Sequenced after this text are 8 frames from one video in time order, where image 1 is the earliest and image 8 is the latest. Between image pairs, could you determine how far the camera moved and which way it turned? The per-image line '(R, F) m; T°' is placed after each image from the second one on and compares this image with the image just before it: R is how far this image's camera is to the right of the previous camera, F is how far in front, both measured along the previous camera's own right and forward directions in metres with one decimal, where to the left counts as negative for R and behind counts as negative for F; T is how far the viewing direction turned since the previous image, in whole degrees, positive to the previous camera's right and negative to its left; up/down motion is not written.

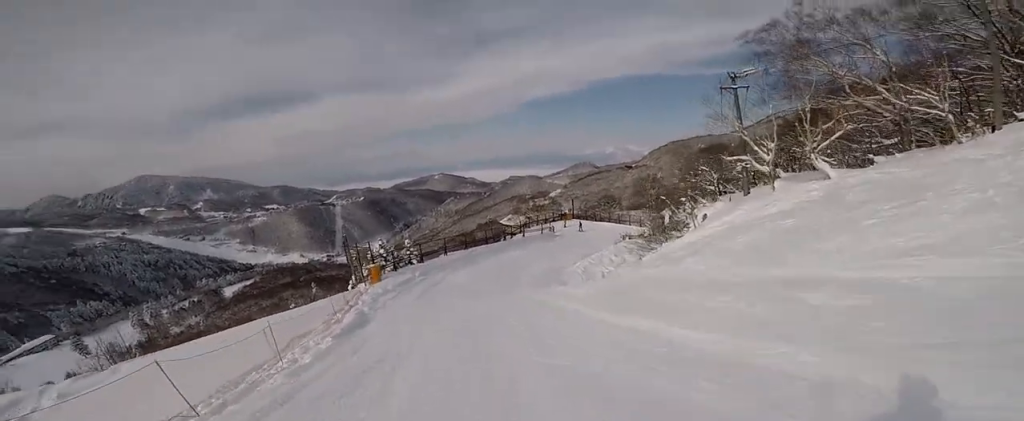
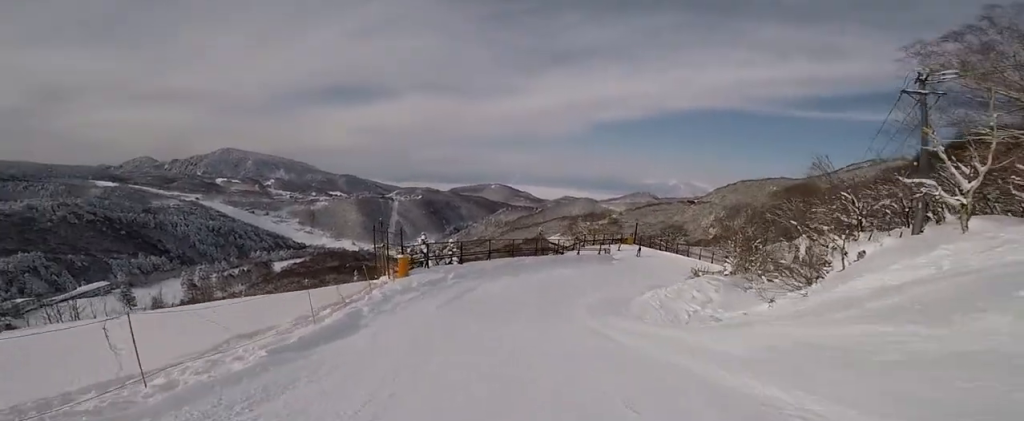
(0.0, +5.6) m; +1°
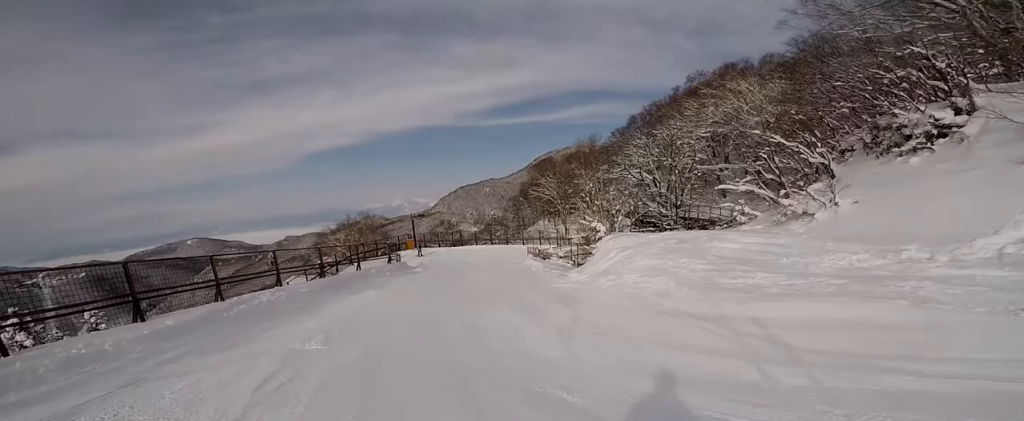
(+2.8, +17.1) m; +26°
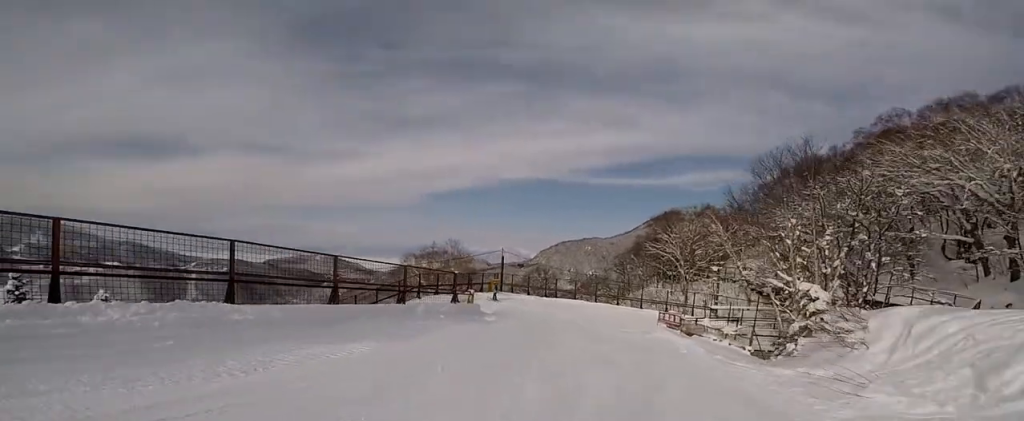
(+1.4, +9.6) m; +4°
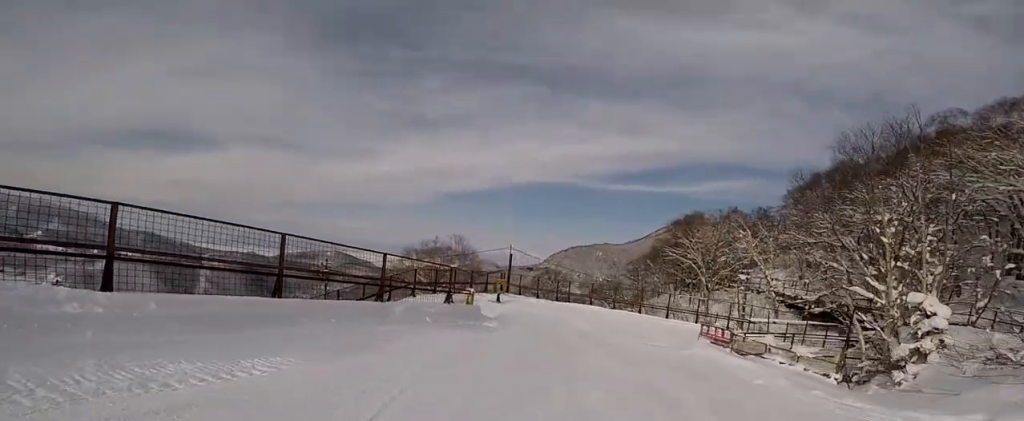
(-0.2, +3.5) m; +1°
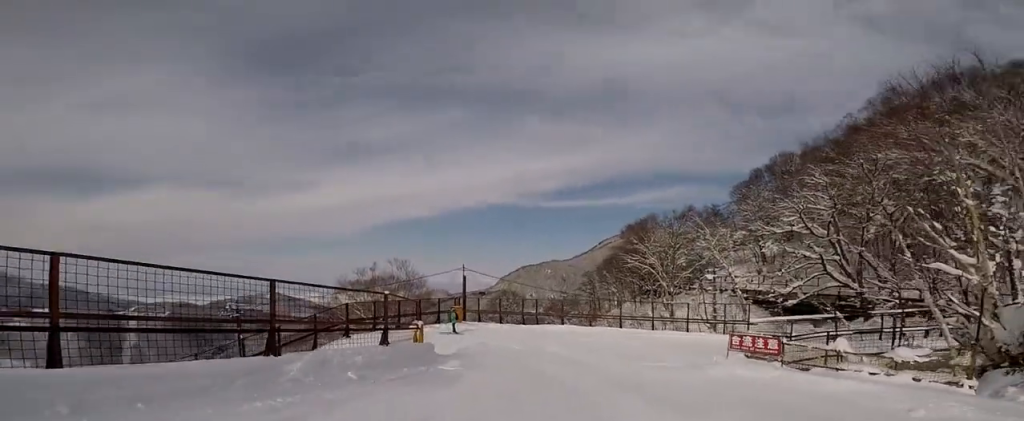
(-0.7, +4.4) m; +3°
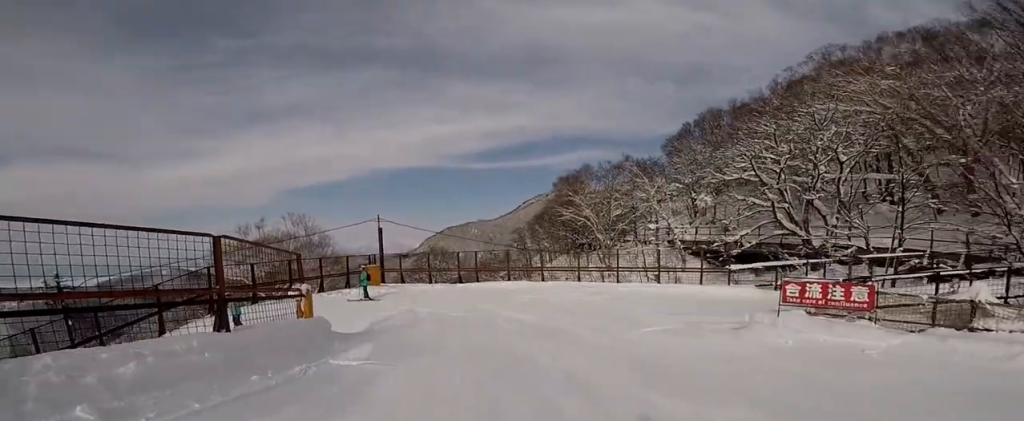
(+0.8, +4.4) m; +5°
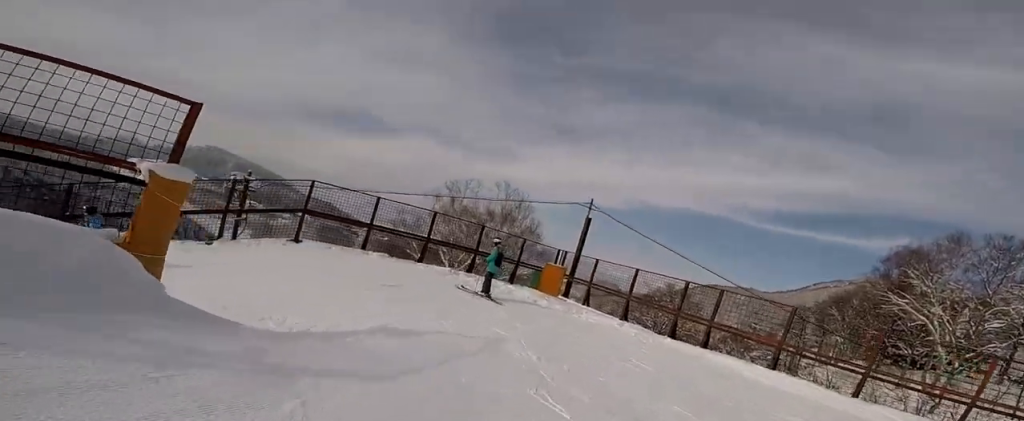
(+0.1, +7.8) m; -13°
